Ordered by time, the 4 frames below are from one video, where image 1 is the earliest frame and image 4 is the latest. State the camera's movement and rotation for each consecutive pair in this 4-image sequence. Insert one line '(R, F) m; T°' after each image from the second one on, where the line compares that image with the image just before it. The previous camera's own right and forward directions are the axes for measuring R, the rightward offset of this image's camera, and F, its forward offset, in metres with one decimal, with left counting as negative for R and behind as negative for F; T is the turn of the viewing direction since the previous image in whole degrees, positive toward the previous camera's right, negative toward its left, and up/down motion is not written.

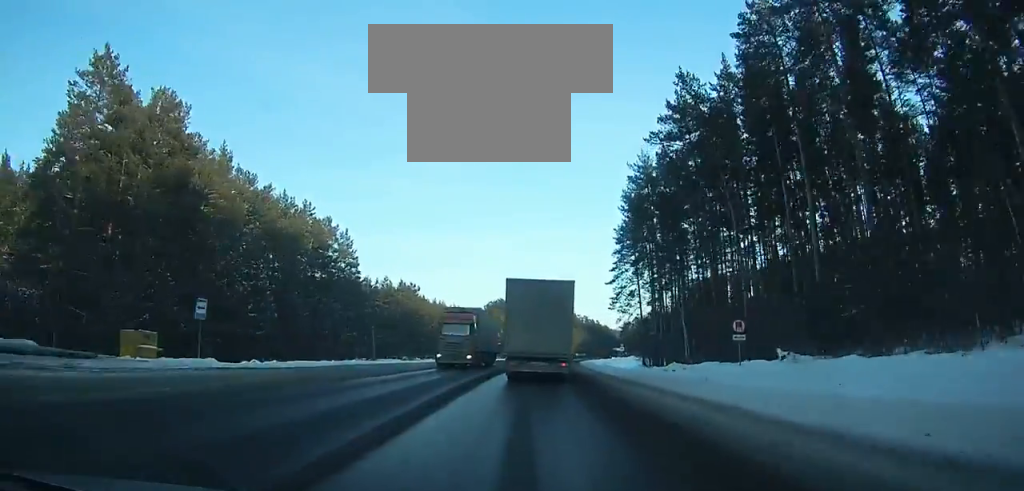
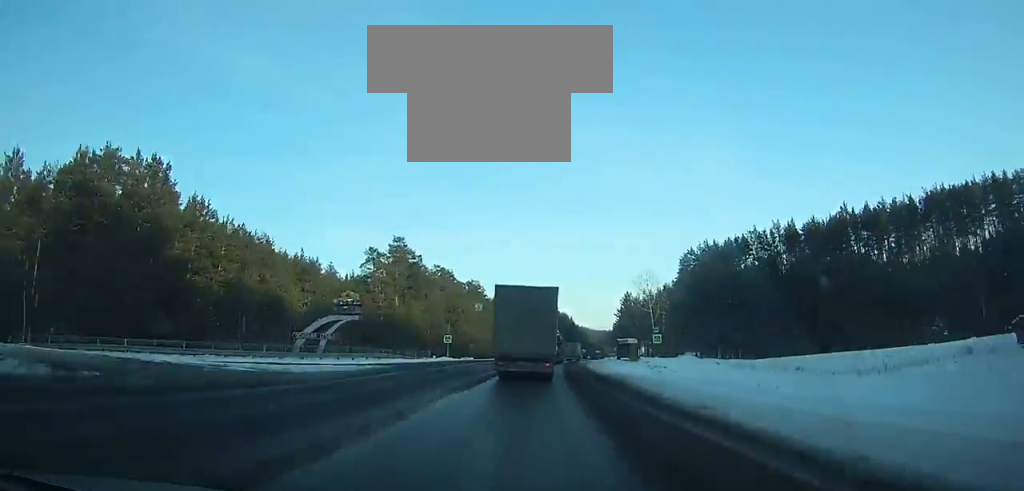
(+5.4, +84.7) m; +7°
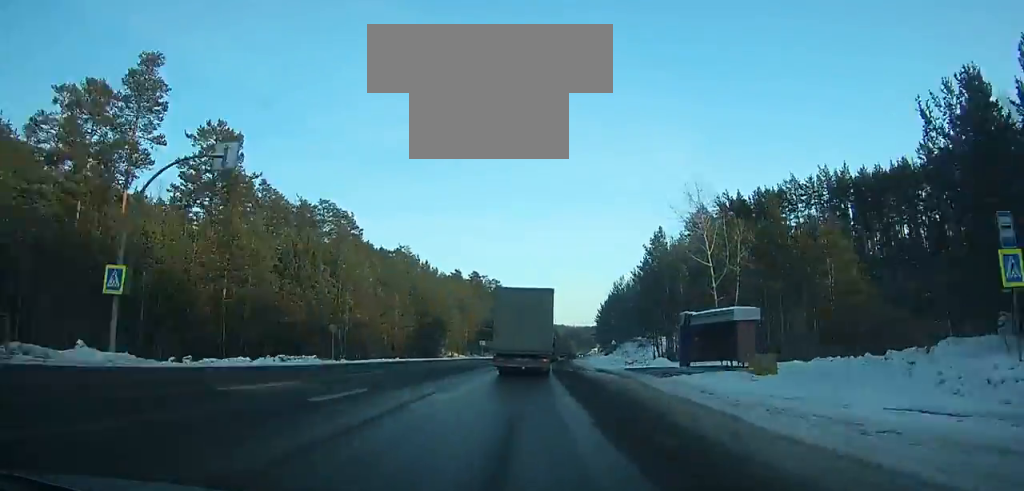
(+1.5, +54.2) m; +3°
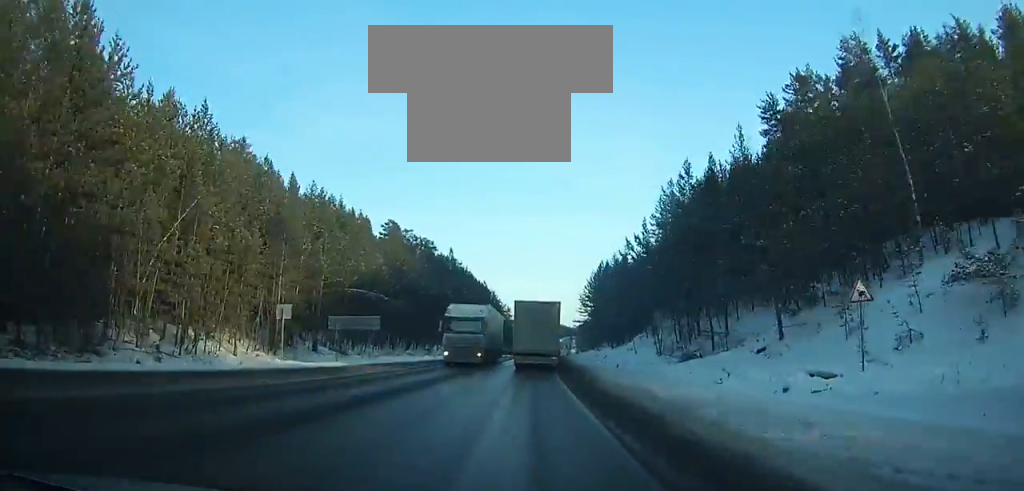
(+2.1, +73.2) m; +4°
